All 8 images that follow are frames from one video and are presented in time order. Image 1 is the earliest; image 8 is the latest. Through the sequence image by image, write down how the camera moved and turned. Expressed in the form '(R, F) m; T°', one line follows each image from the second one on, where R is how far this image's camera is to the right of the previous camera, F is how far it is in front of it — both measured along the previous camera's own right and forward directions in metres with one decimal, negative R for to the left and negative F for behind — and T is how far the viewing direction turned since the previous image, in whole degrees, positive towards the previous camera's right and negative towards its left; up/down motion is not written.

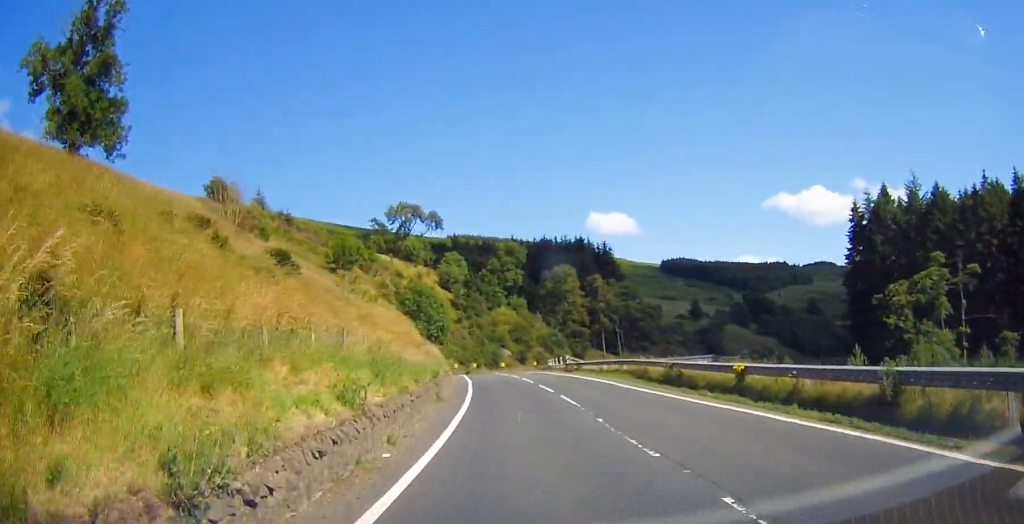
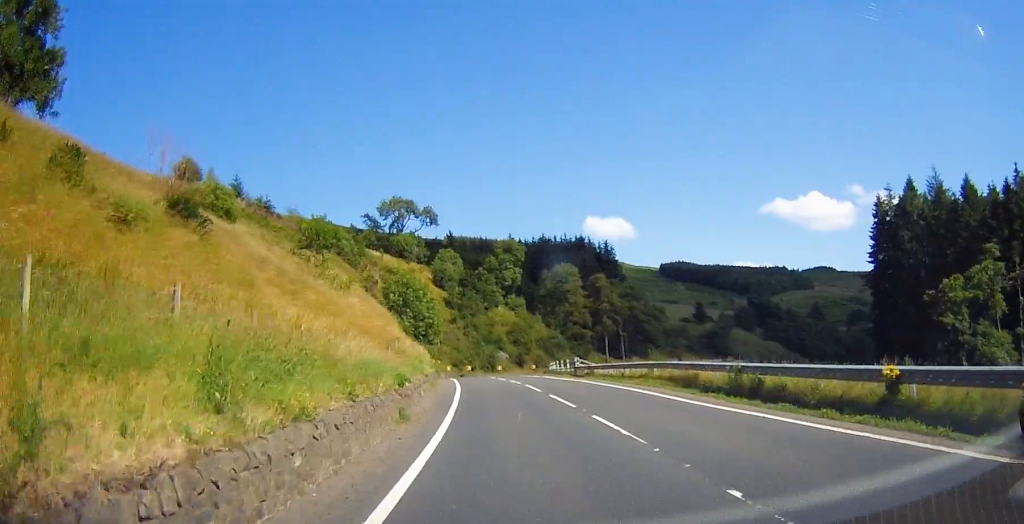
(-0.1, +8.6) m; 0°
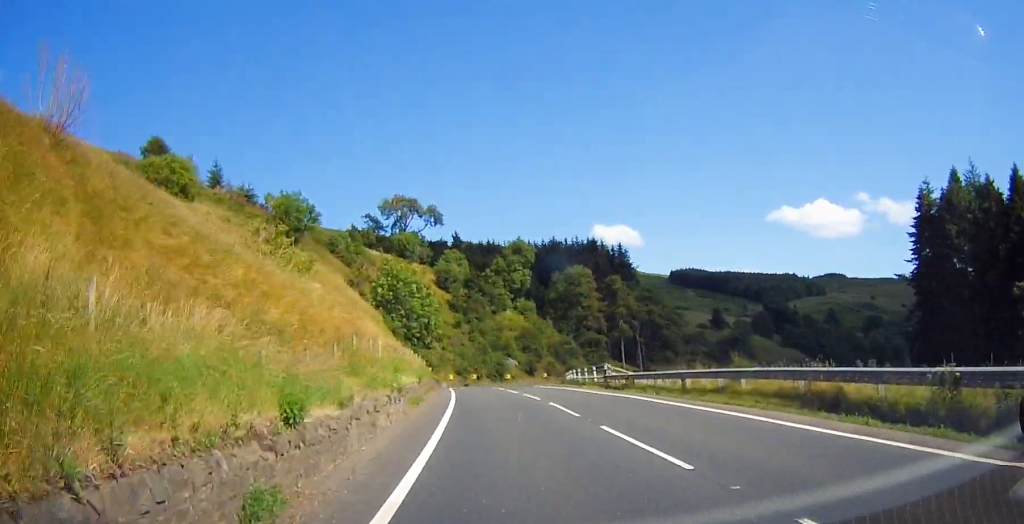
(+0.1, +10.3) m; +1°
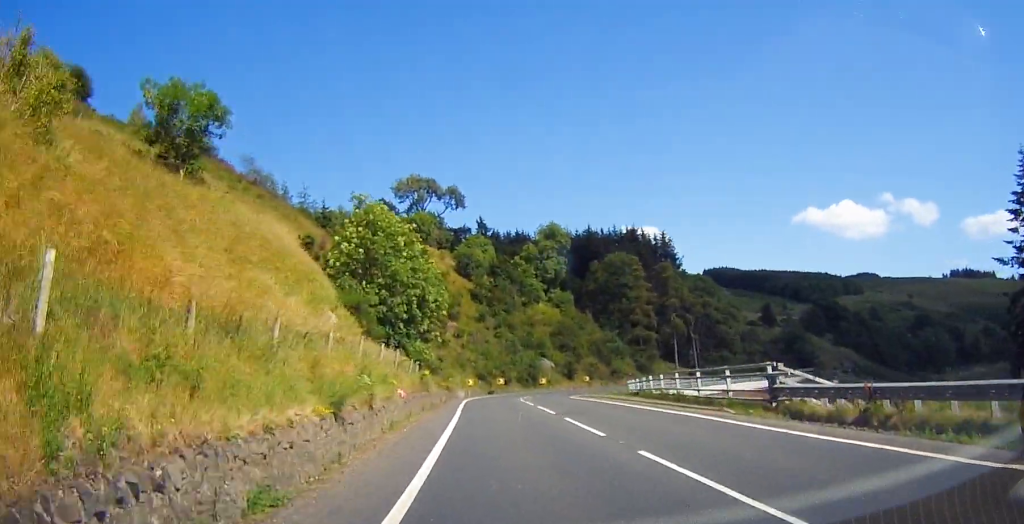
(-0.2, +20.6) m; -2°
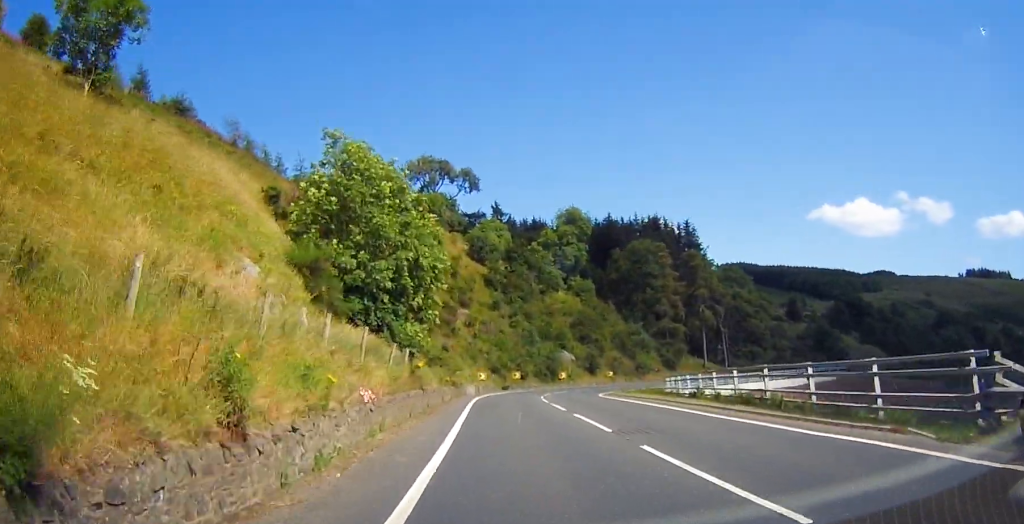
(-0.2, +8.7) m; -1°
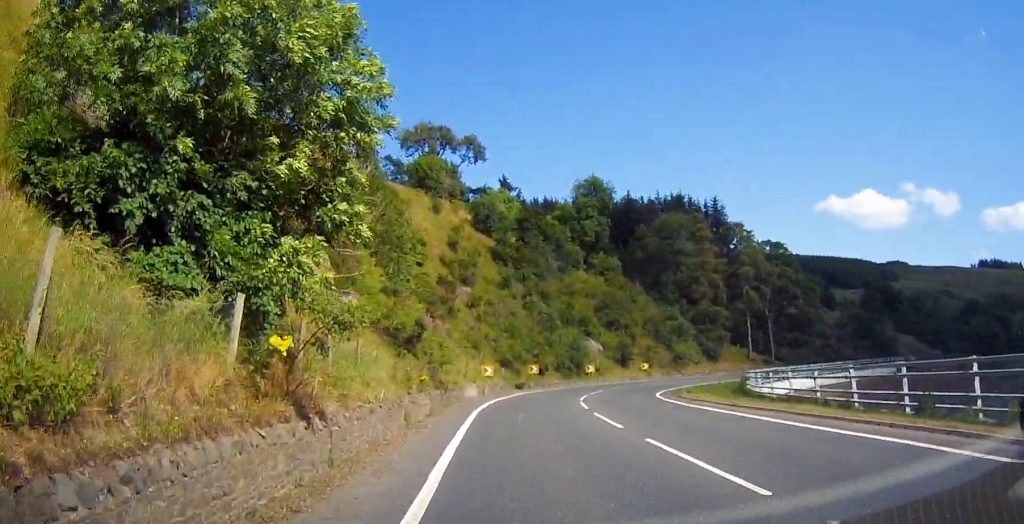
(-0.1, +16.6) m; 0°
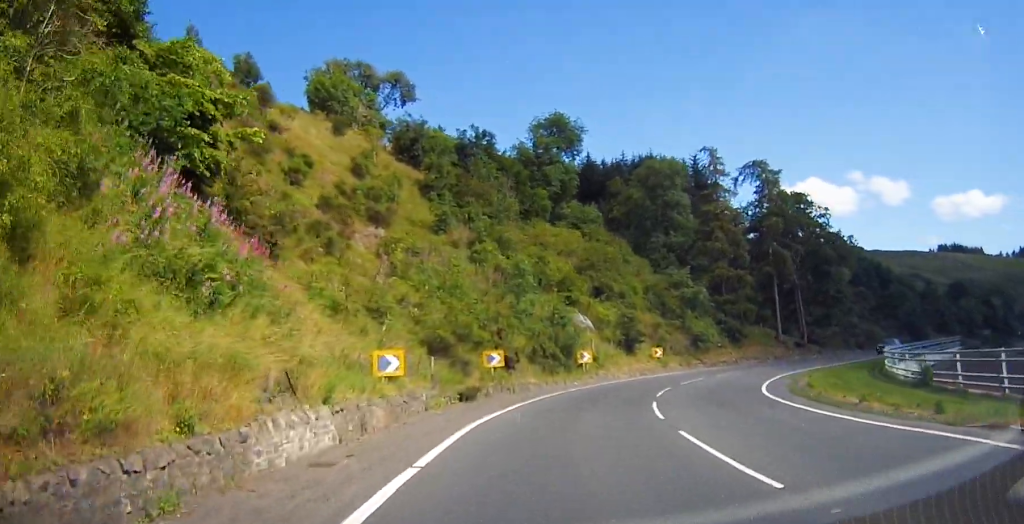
(+1.2, +26.3) m; +7°
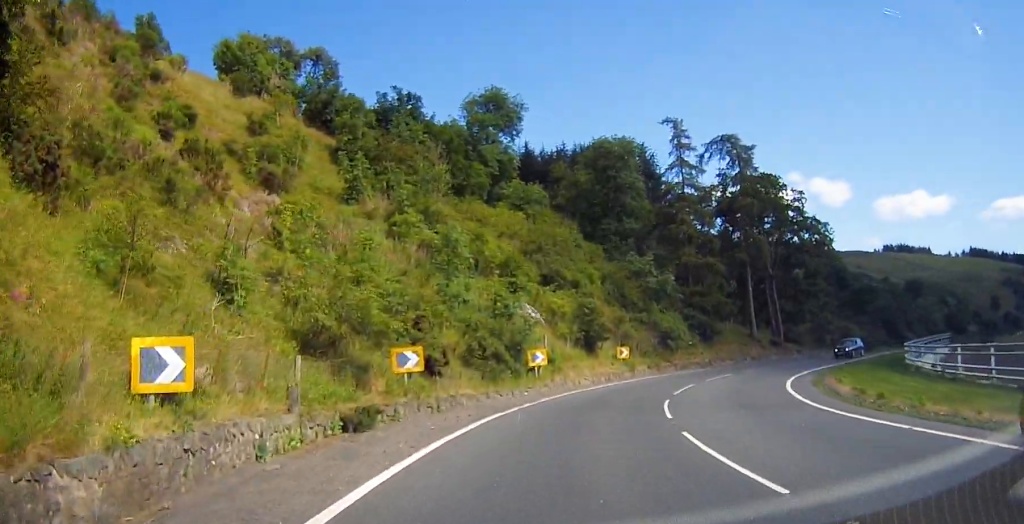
(+0.3, +9.6) m; +5°
